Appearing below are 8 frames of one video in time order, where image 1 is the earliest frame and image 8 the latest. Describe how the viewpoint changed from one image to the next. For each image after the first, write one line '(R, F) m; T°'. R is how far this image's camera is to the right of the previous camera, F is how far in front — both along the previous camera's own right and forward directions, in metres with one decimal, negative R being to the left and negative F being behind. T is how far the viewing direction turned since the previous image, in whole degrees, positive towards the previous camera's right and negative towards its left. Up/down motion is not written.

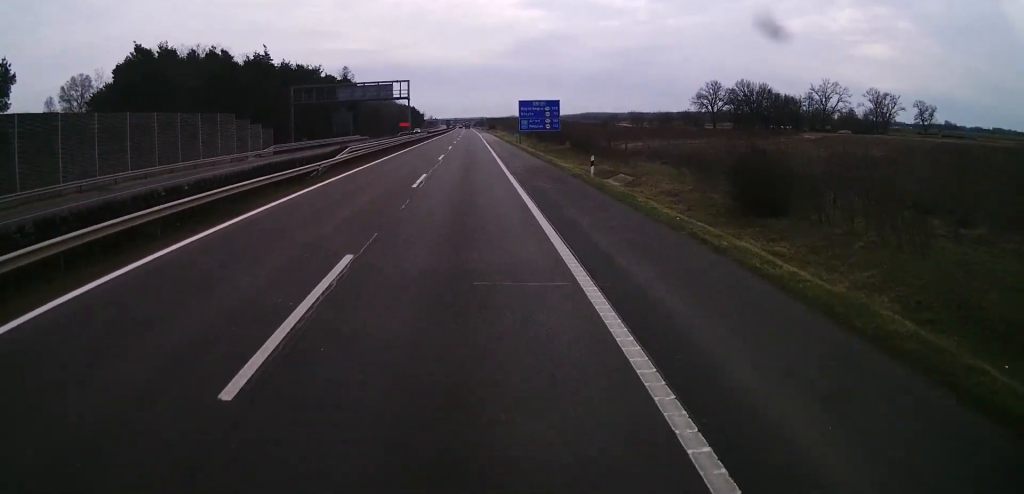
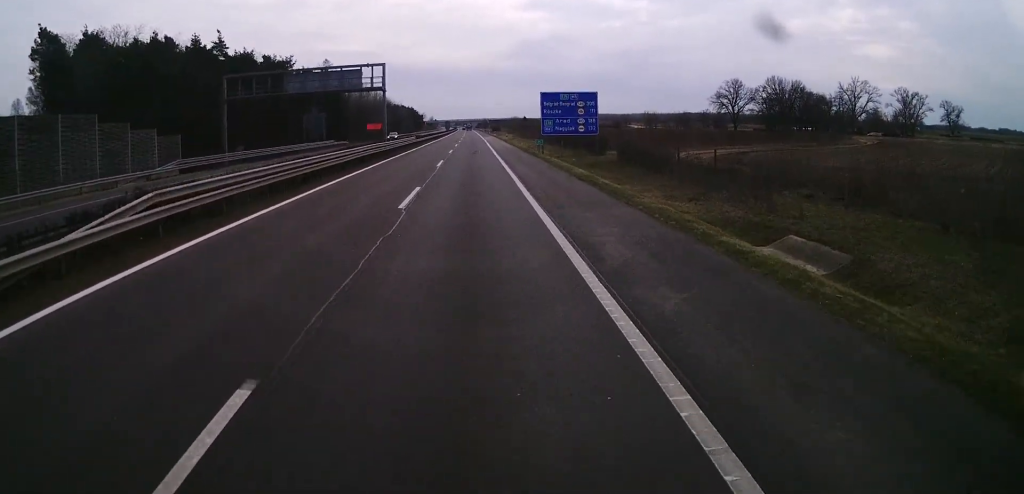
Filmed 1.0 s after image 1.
(+0.1, +28.9) m; 0°
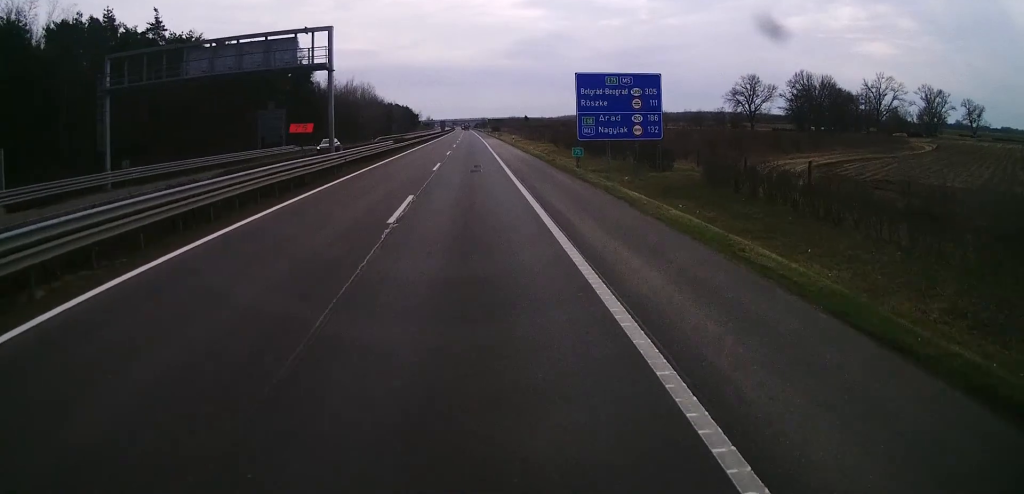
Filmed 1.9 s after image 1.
(0.0, +24.0) m; 0°
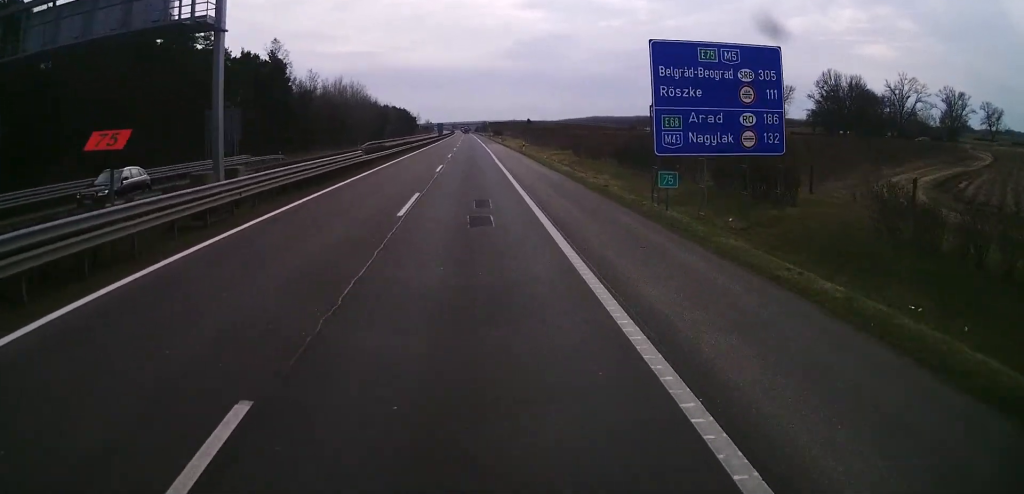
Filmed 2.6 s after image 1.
(0.0, +18.2) m; 0°
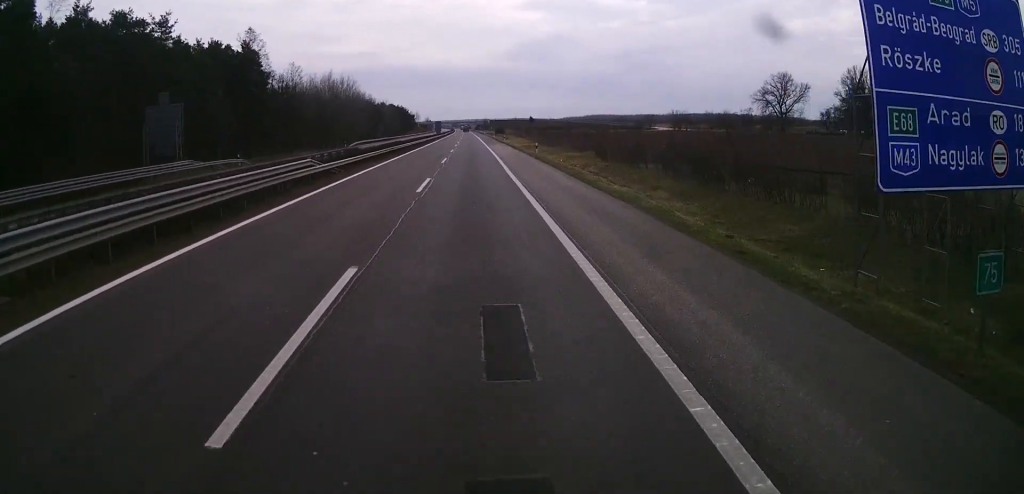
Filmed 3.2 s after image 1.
(0.0, +14.7) m; 0°
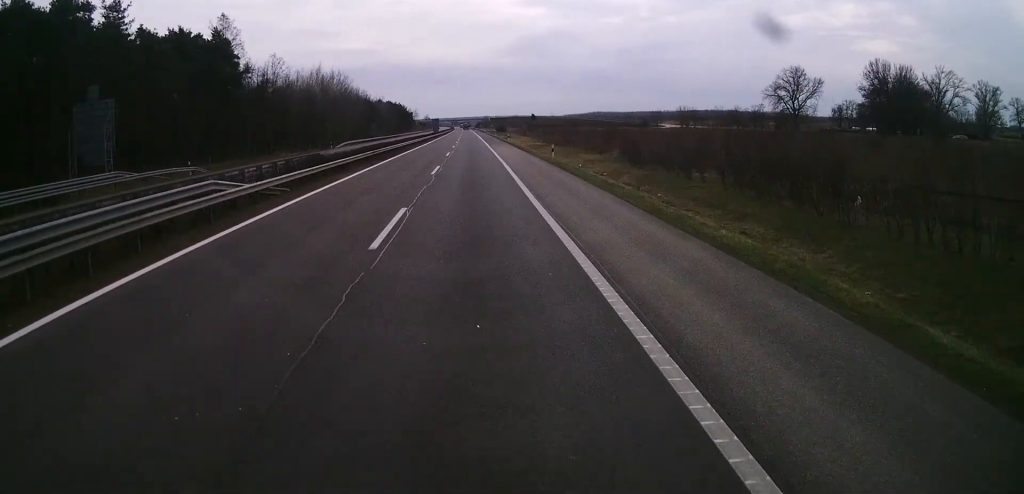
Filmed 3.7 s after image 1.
(-0.1, +11.7) m; 0°
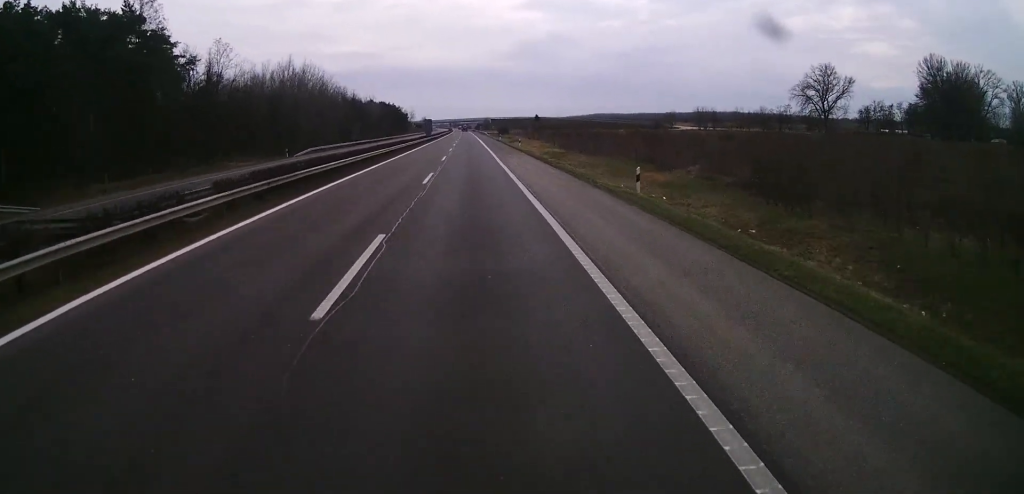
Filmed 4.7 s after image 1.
(-0.1, +24.5) m; 0°
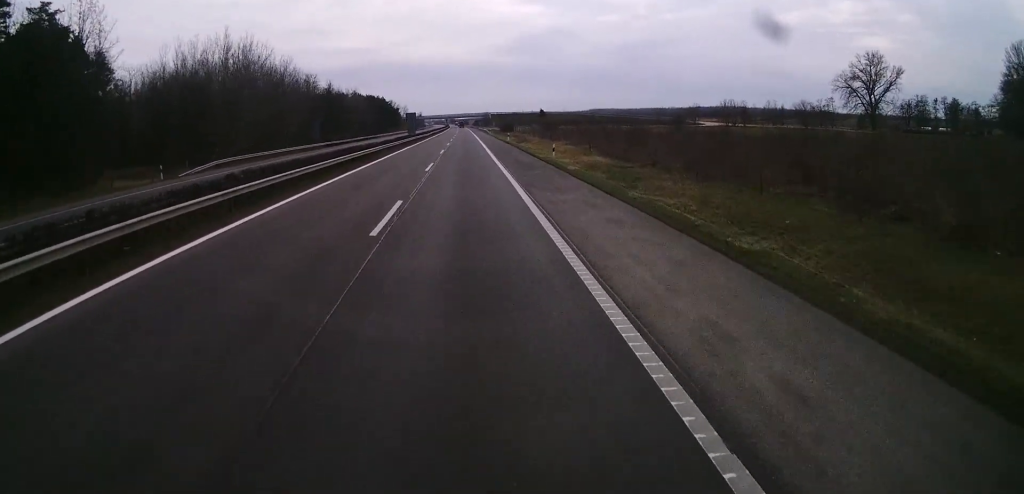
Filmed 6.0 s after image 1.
(+0.3, +31.6) m; +1°
